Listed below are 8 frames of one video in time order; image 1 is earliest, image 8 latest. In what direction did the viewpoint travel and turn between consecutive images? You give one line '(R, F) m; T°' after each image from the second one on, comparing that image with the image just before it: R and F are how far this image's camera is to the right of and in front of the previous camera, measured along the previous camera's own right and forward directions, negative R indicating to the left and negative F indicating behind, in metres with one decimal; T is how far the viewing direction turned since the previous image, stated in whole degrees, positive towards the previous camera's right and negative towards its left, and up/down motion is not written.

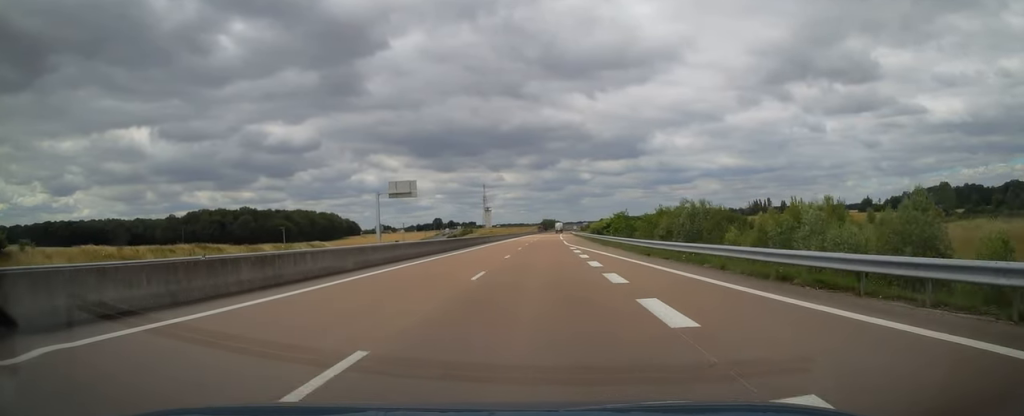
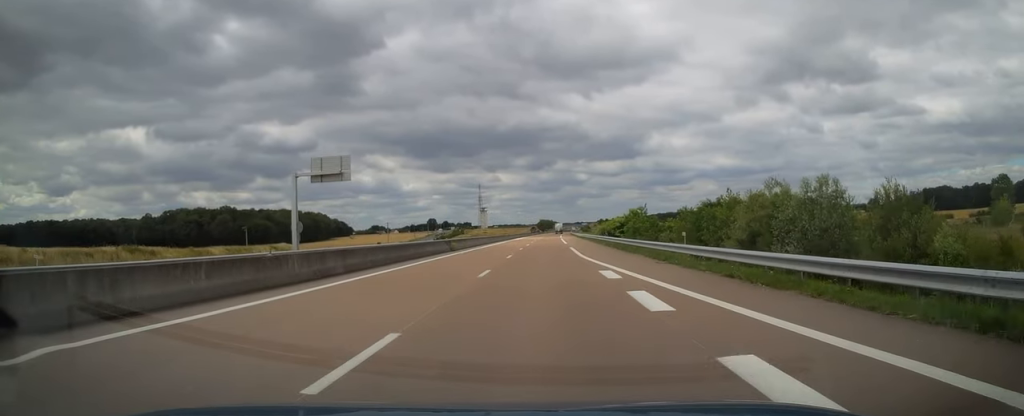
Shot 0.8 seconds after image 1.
(0.0, +24.5) m; -1°
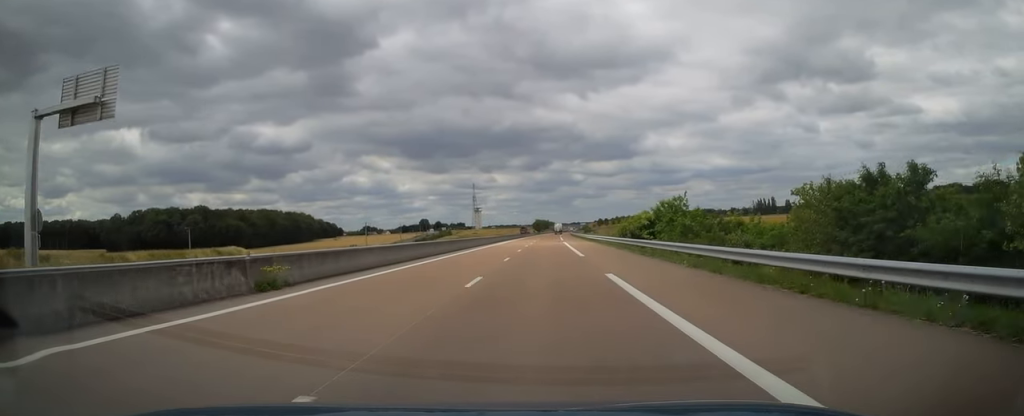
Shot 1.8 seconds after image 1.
(-0.4, +28.9) m; 0°
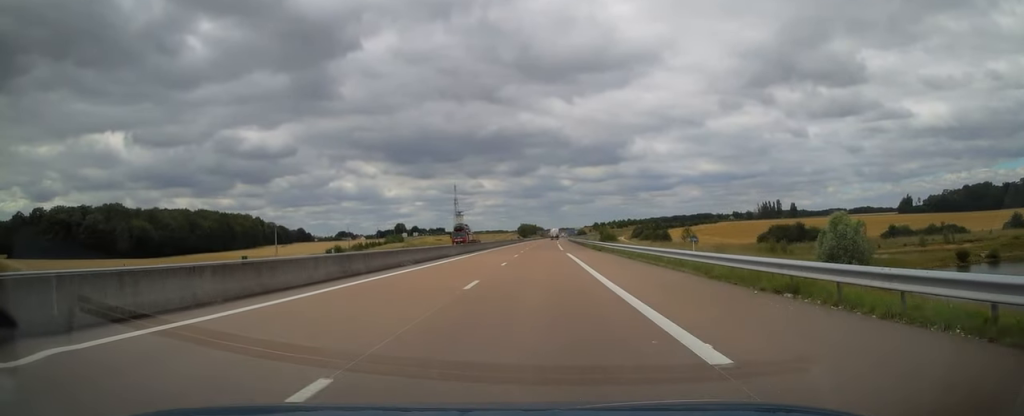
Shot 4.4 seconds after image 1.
(+1.5, +76.3) m; +2°
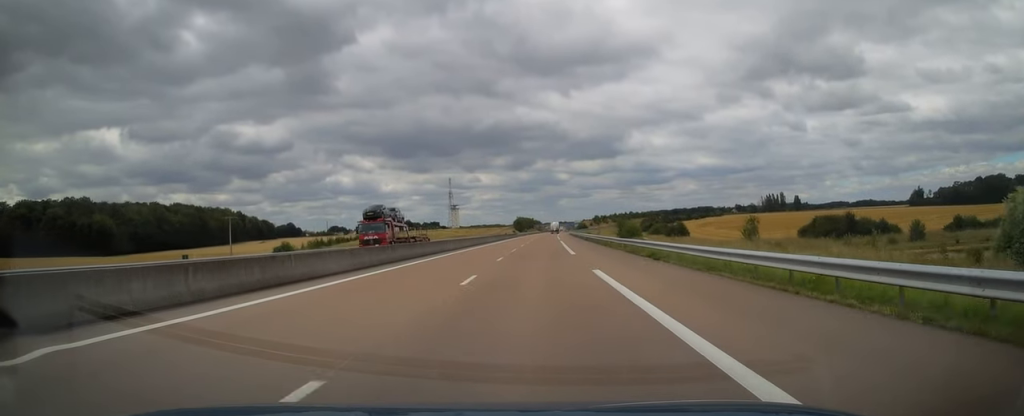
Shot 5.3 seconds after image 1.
(+0.2, +25.9) m; 0°
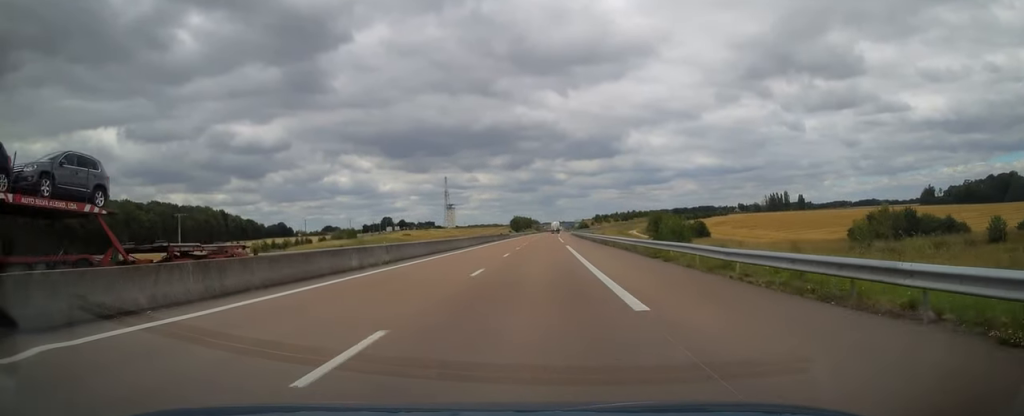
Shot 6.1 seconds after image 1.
(0.0, +22.5) m; 0°
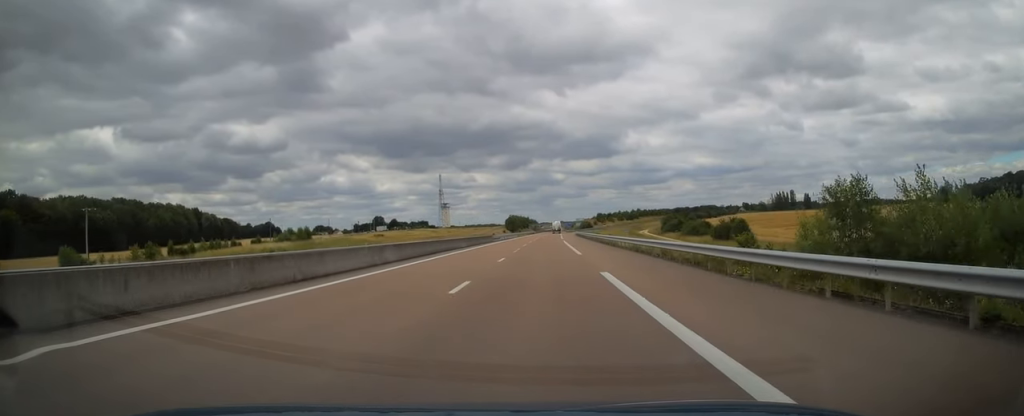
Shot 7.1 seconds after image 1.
(-0.2, +30.8) m; -1°
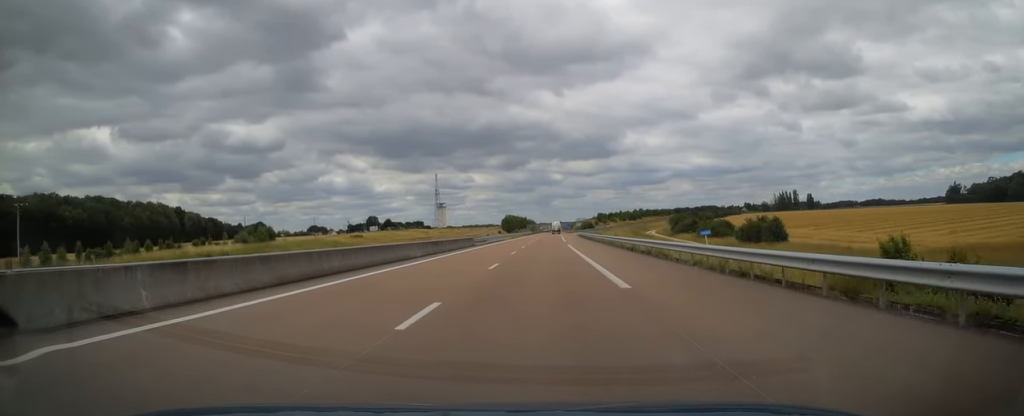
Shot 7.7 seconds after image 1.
(-0.2, +17.6) m; 0°
